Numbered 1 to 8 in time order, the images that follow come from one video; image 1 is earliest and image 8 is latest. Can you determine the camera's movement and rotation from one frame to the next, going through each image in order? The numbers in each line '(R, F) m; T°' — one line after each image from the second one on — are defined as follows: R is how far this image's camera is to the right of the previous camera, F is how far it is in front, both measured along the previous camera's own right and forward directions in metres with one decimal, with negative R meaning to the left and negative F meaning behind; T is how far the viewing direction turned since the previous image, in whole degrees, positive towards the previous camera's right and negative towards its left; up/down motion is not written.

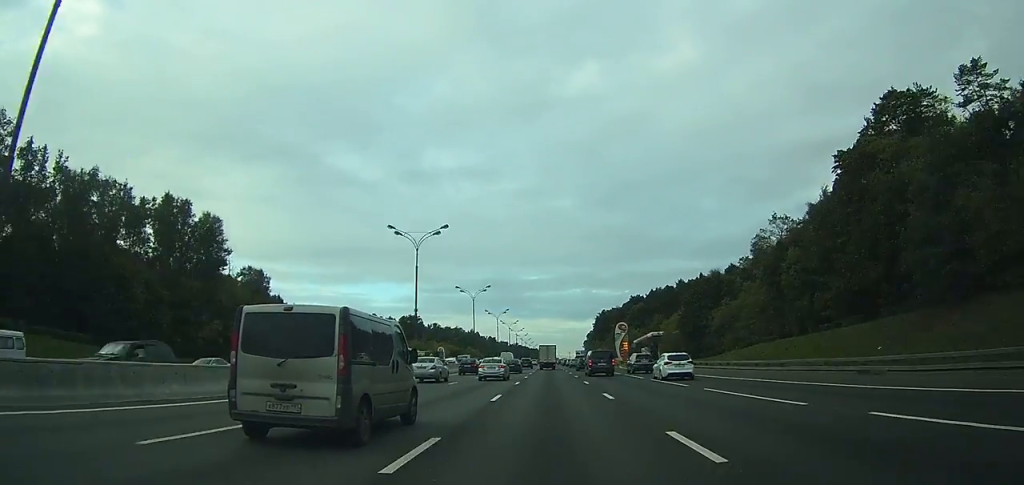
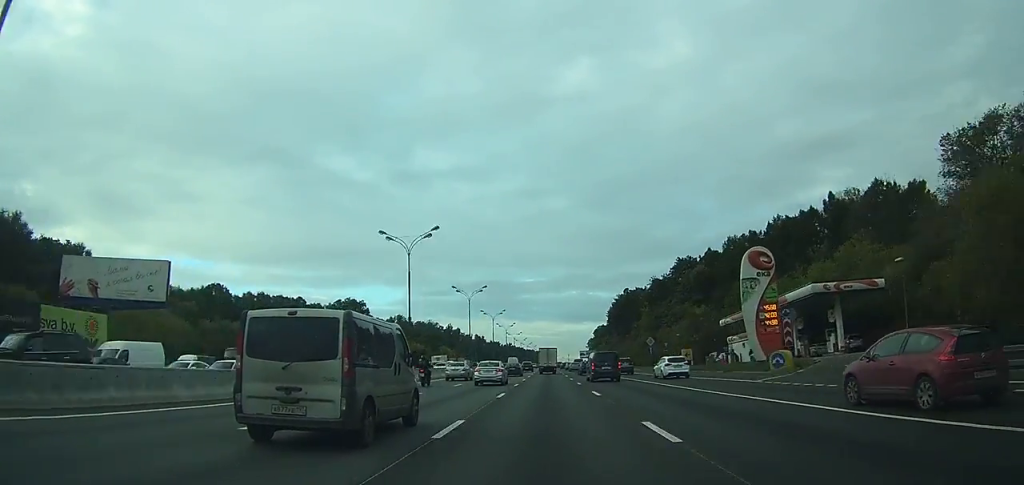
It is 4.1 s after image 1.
(0.0, +80.2) m; 0°
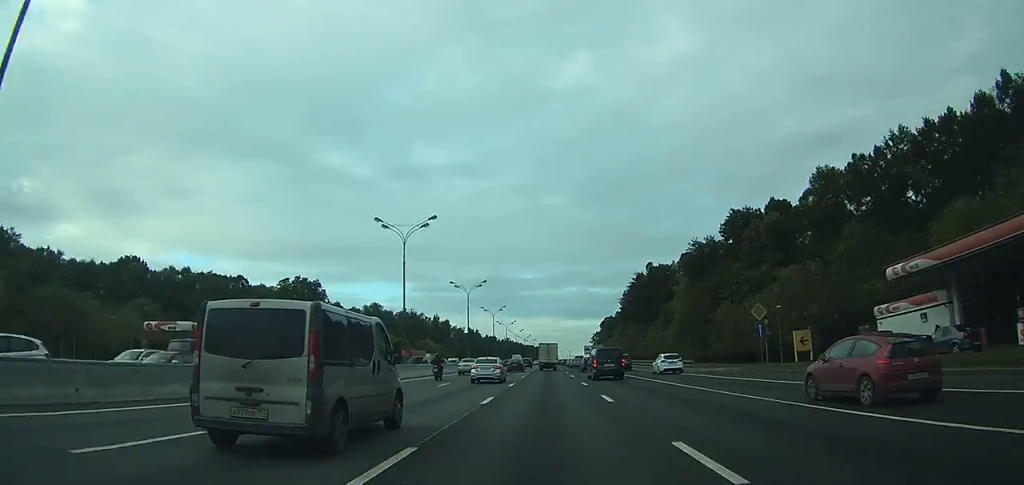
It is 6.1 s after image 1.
(+0.1, +39.0) m; 0°
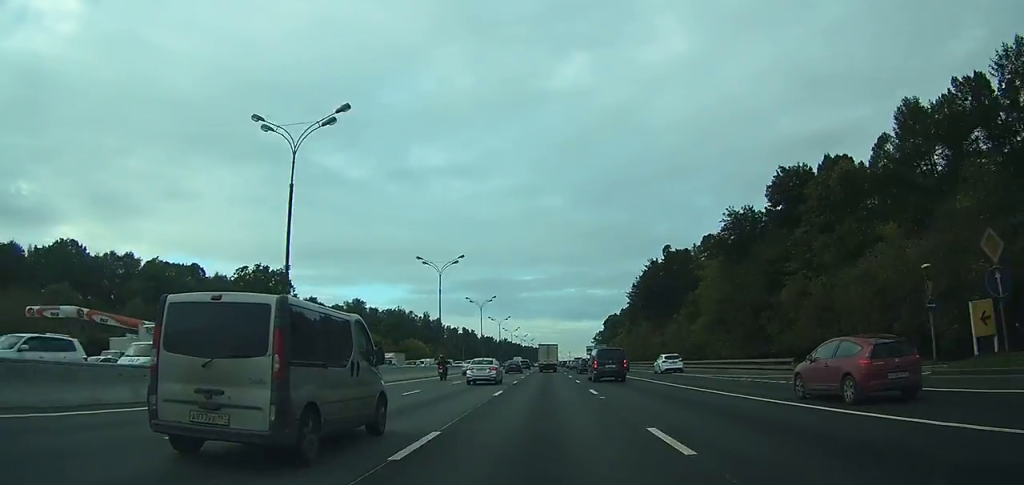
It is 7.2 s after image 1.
(0.0, +21.9) m; 0°
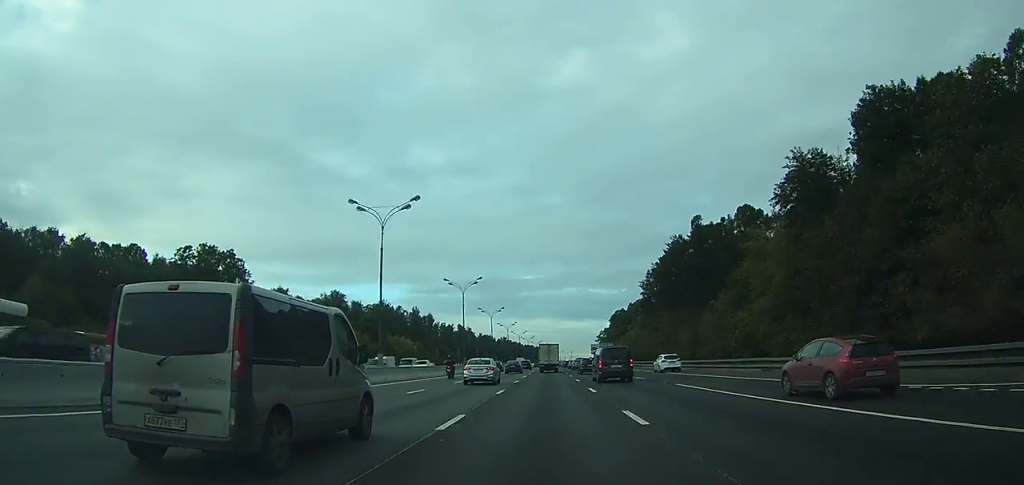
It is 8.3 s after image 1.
(0.0, +23.5) m; 0°
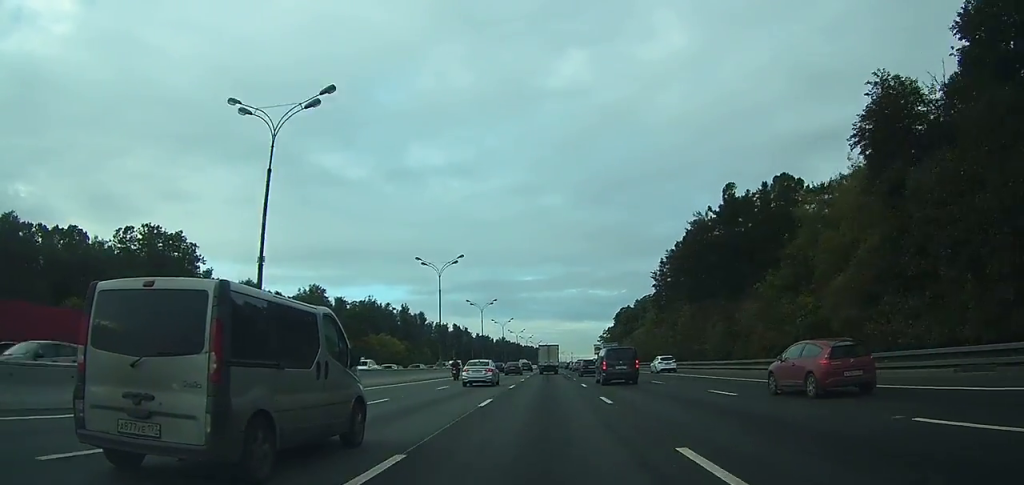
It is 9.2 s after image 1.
(+0.1, +17.9) m; 0°
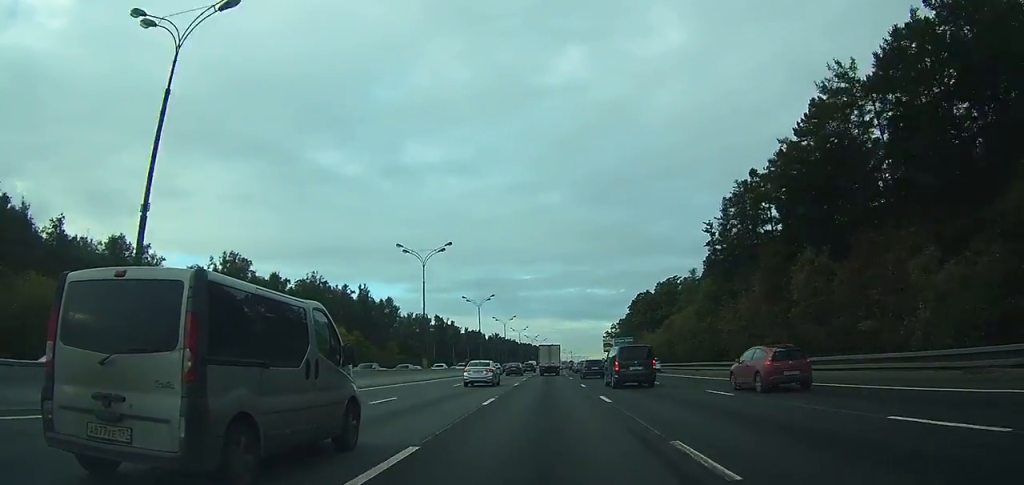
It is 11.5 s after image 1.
(-0.2, +46.8) m; 0°
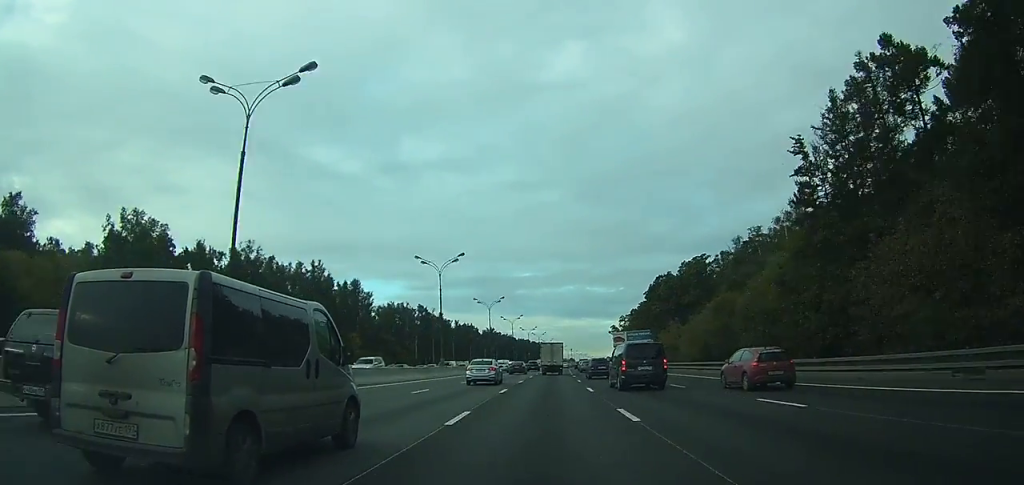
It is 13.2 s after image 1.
(+0.1, +32.3) m; 0°
